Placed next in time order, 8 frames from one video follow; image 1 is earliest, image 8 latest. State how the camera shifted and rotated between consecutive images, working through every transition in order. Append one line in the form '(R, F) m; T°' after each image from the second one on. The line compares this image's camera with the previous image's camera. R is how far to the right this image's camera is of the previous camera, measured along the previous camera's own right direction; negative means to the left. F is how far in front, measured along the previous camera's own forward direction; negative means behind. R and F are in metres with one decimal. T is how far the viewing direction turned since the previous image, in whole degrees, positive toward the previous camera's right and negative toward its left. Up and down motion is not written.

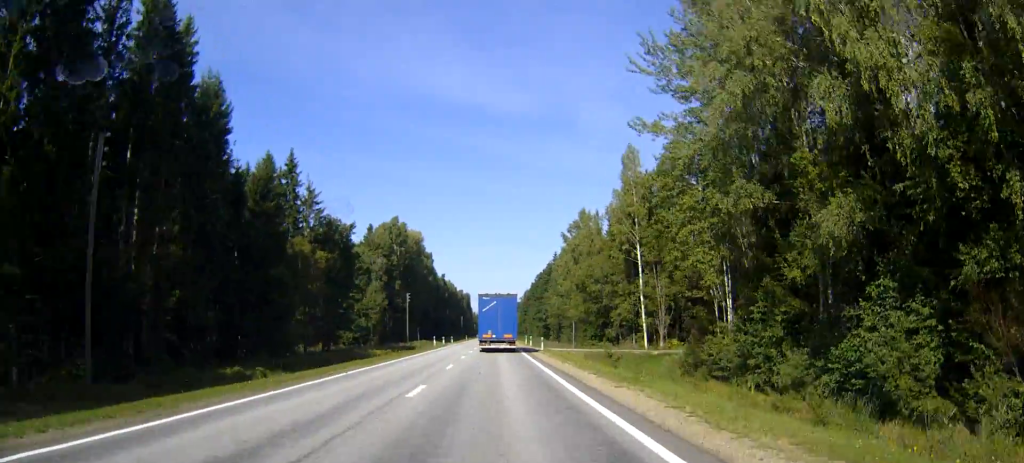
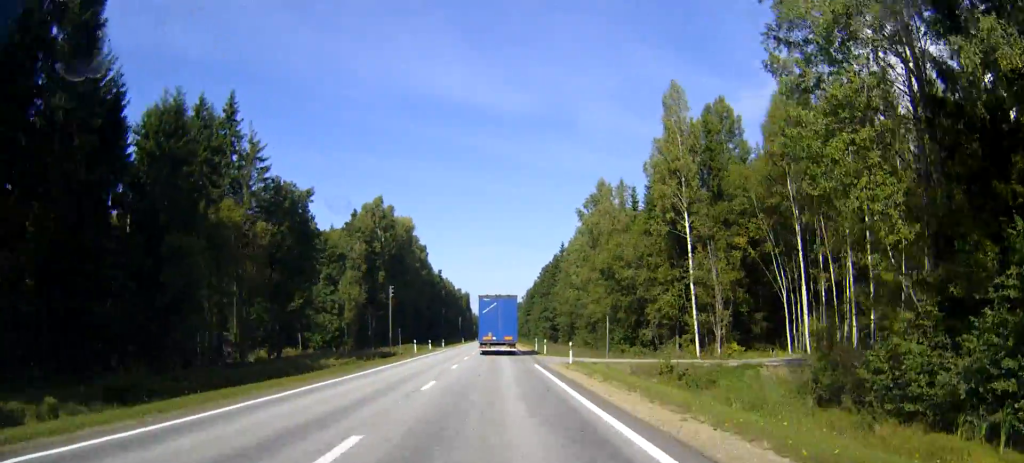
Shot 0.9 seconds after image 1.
(0.0, +20.6) m; 0°
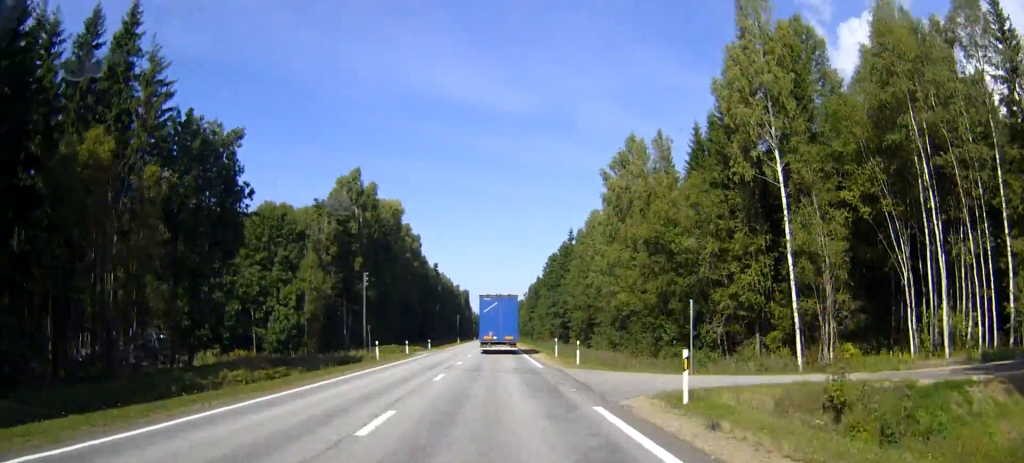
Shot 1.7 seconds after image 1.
(0.0, +20.8) m; 0°
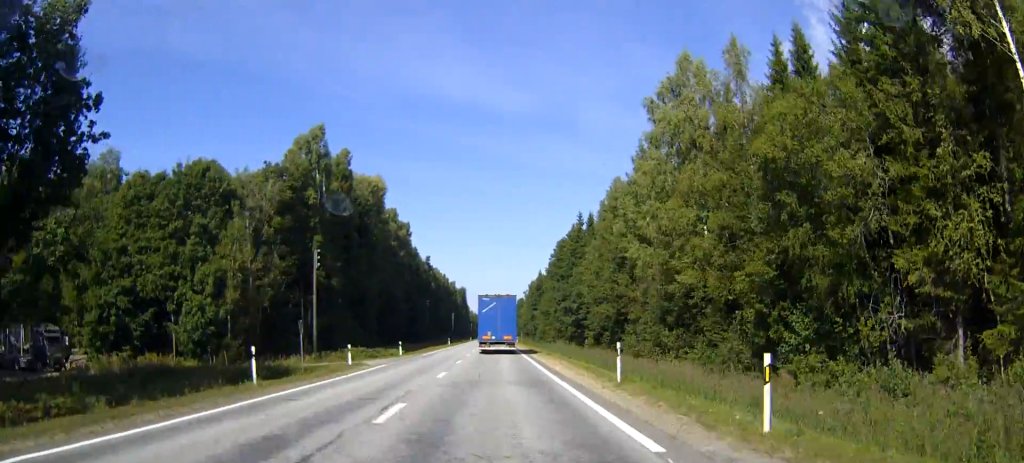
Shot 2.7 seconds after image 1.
(0.0, +22.4) m; 0°
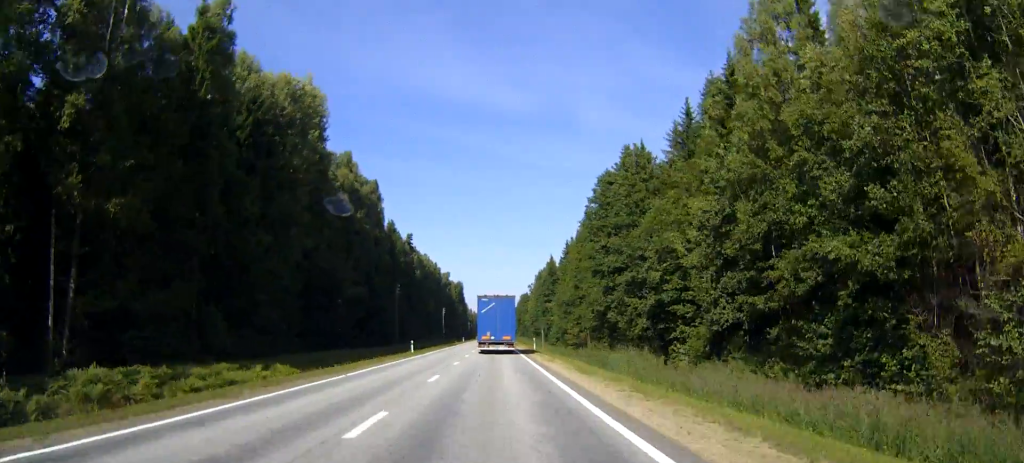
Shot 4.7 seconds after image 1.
(+0.1, +49.7) m; 0°
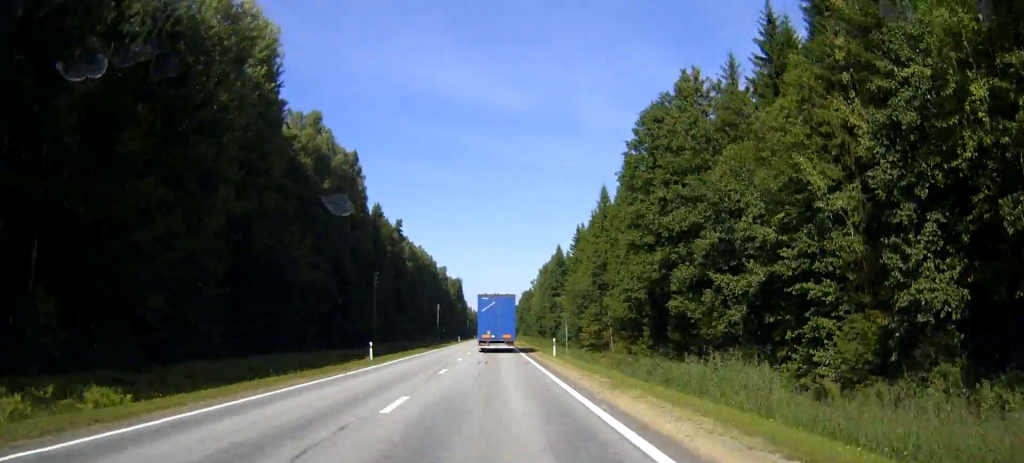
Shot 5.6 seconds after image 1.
(-0.2, +20.8) m; 0°
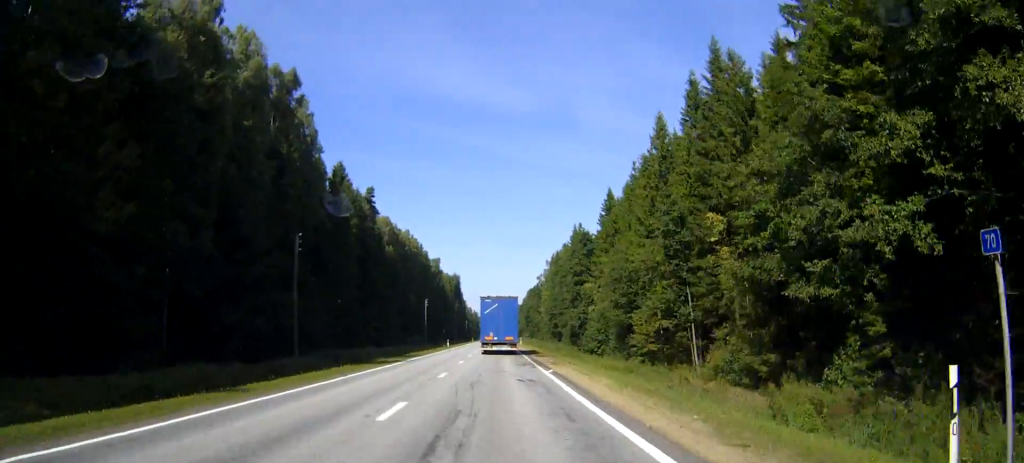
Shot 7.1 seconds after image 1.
(-0.1, +36.8) m; 0°
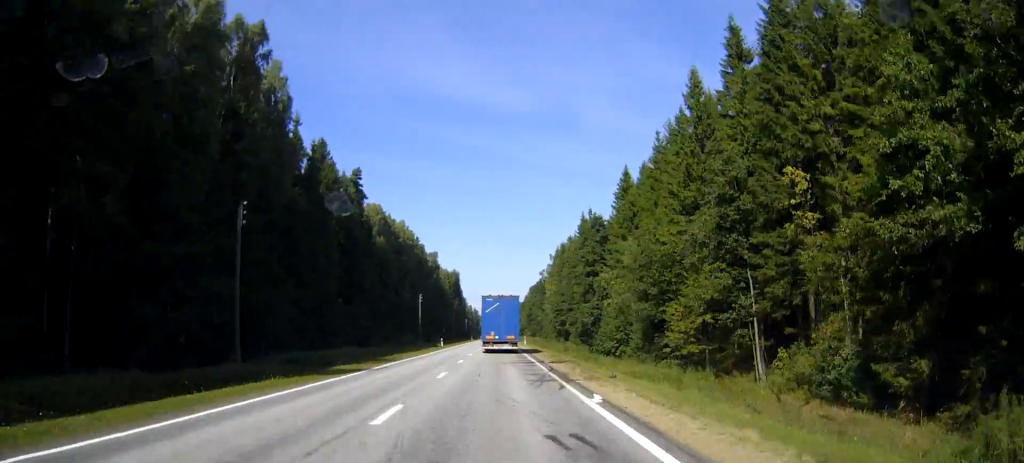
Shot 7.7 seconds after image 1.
(0.0, +12.7) m; 0°
